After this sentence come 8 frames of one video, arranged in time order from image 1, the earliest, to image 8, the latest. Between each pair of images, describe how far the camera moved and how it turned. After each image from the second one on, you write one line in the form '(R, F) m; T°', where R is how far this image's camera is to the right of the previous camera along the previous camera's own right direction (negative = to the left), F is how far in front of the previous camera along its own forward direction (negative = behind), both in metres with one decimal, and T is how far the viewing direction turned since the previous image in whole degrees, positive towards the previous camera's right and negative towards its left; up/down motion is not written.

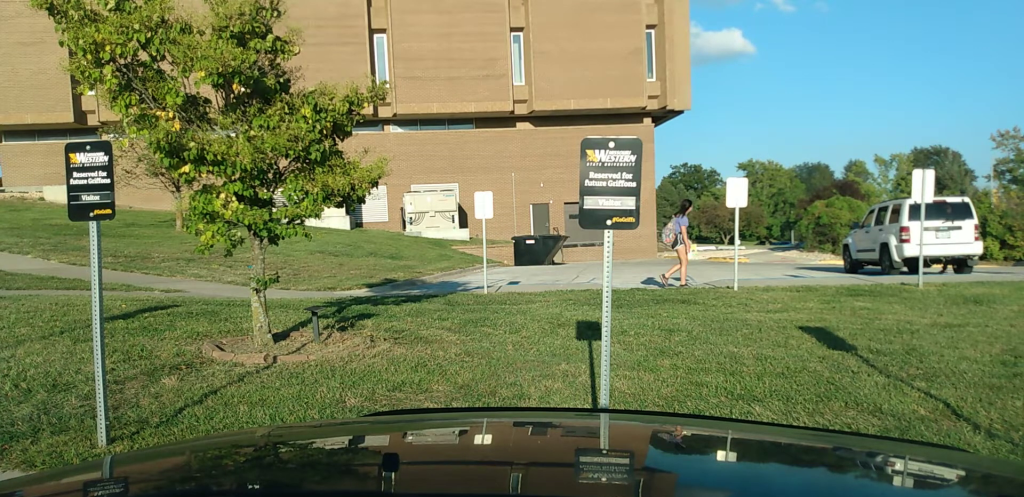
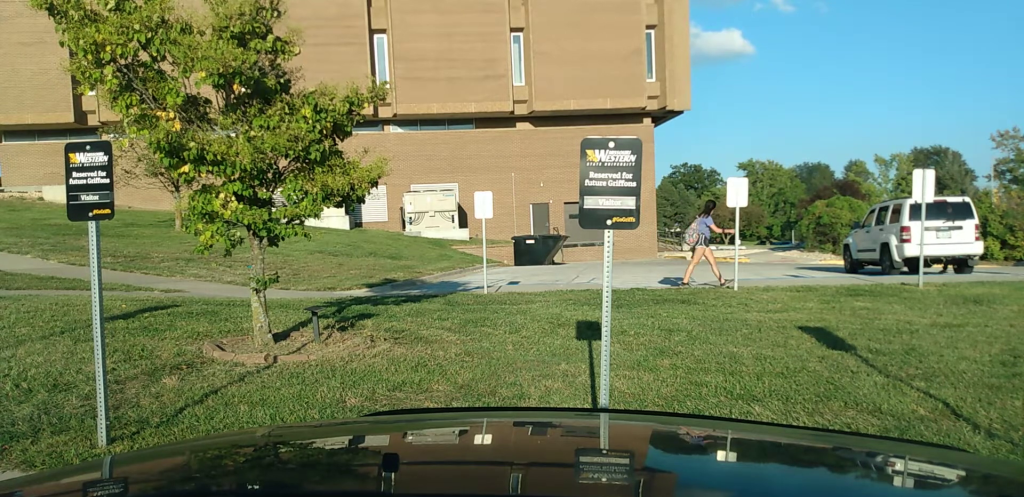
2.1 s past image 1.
(0.0, 0.0) m; 0°
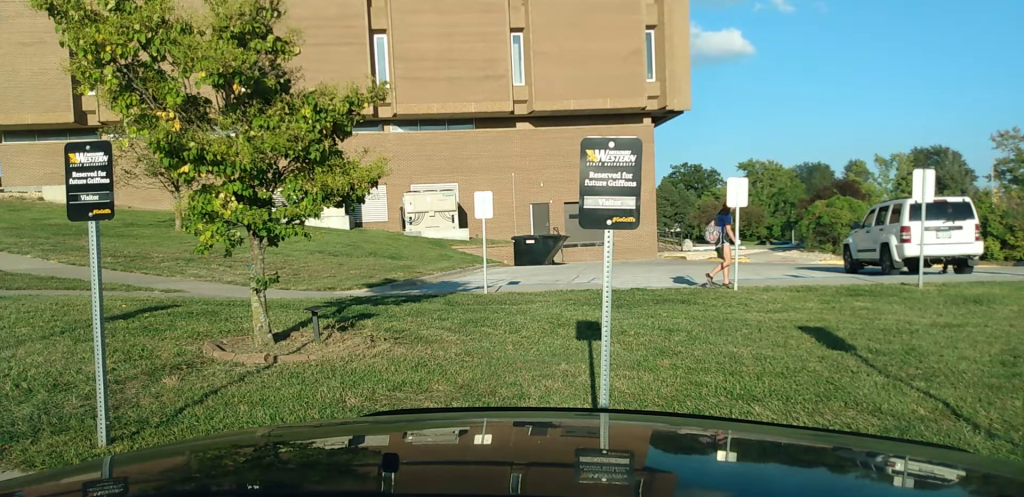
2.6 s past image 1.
(0.0, 0.0) m; 0°
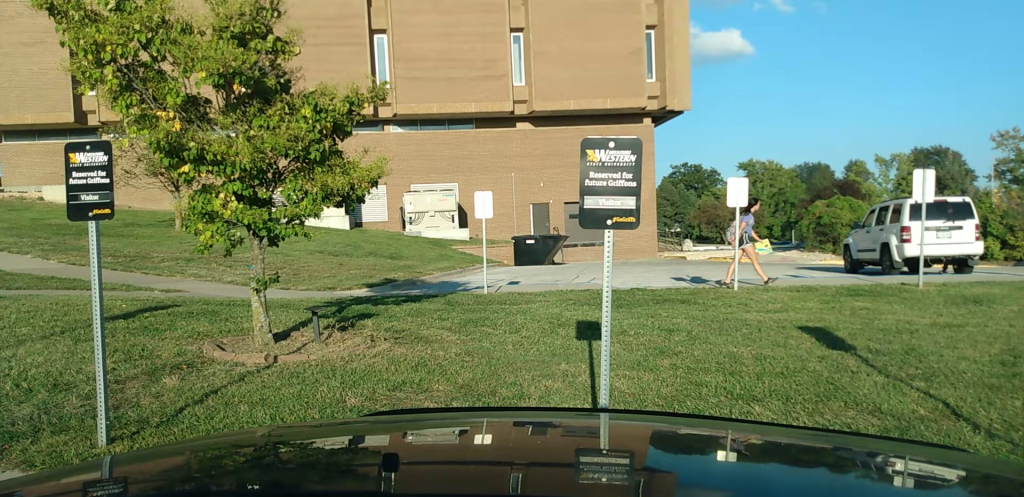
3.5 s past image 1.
(0.0, 0.0) m; 0°
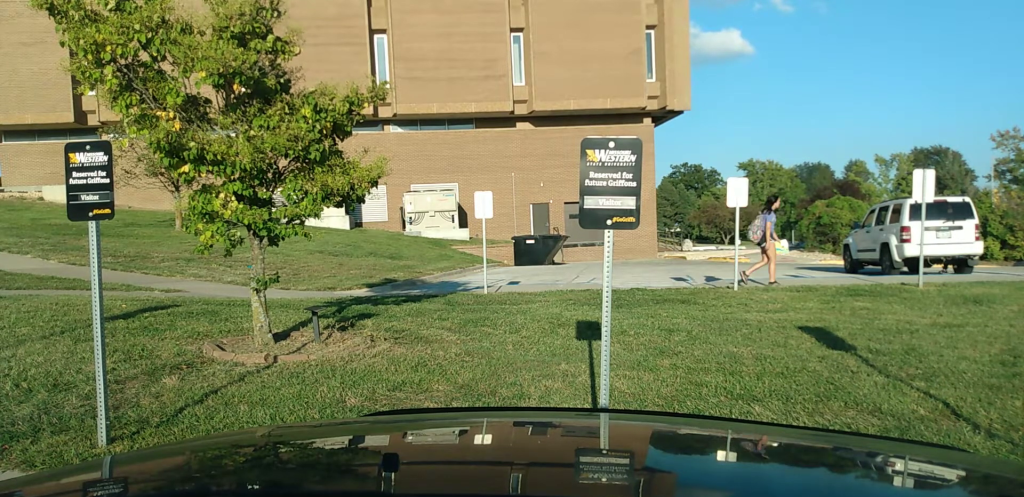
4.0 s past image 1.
(0.0, 0.0) m; 0°
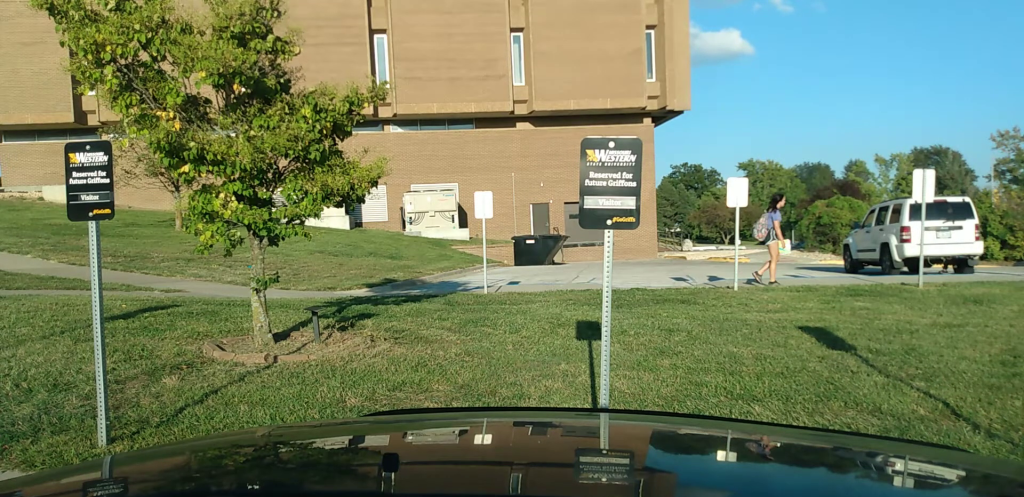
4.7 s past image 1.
(0.0, 0.0) m; 0°
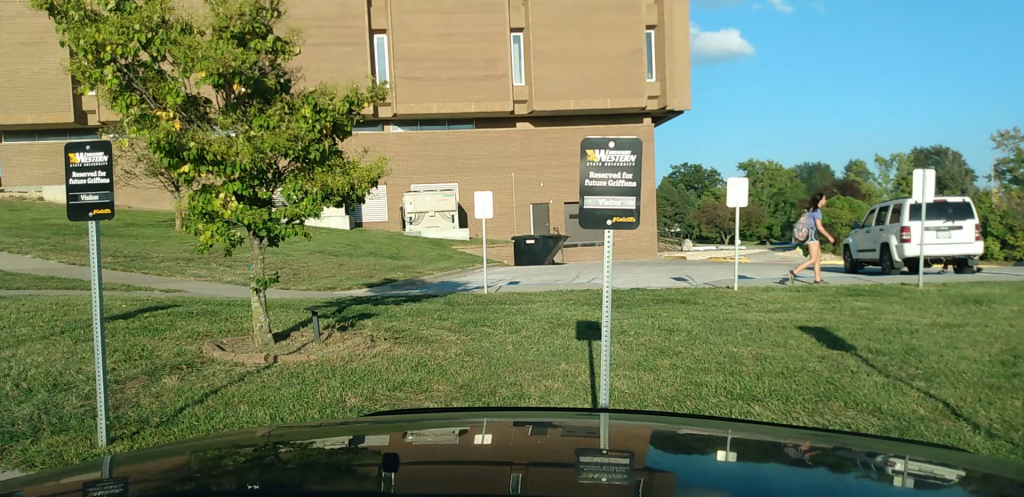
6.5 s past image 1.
(0.0, 0.0) m; 0°
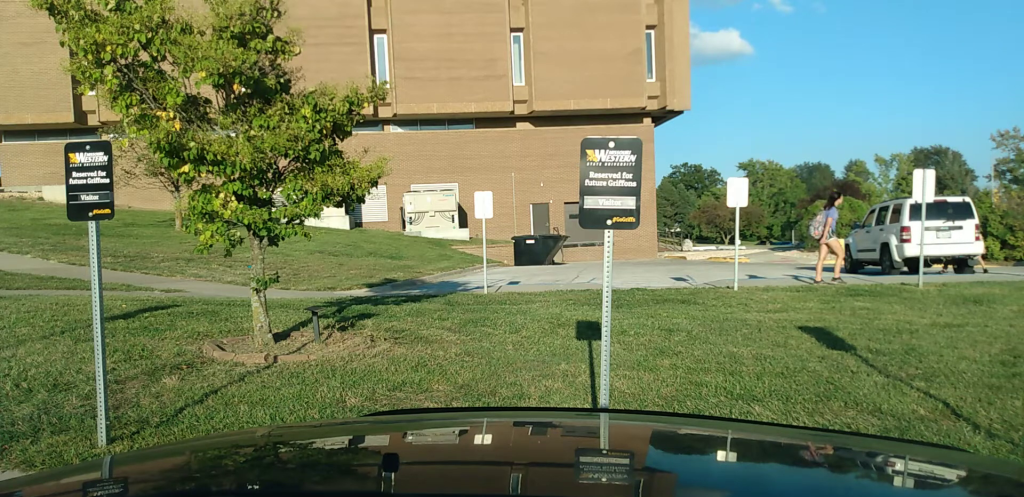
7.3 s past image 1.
(0.0, 0.0) m; 0°
